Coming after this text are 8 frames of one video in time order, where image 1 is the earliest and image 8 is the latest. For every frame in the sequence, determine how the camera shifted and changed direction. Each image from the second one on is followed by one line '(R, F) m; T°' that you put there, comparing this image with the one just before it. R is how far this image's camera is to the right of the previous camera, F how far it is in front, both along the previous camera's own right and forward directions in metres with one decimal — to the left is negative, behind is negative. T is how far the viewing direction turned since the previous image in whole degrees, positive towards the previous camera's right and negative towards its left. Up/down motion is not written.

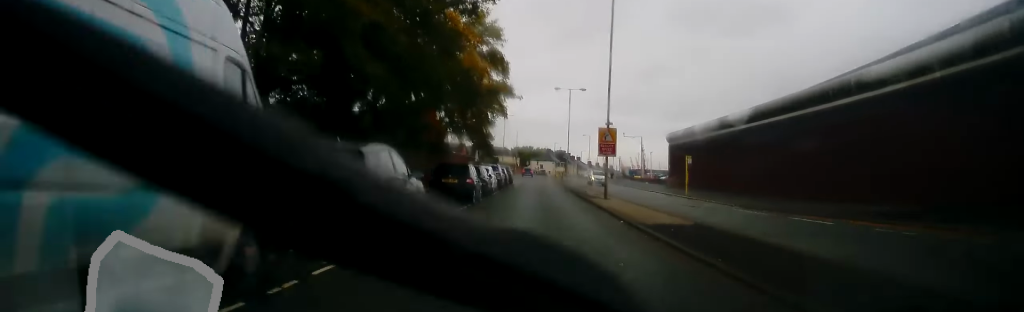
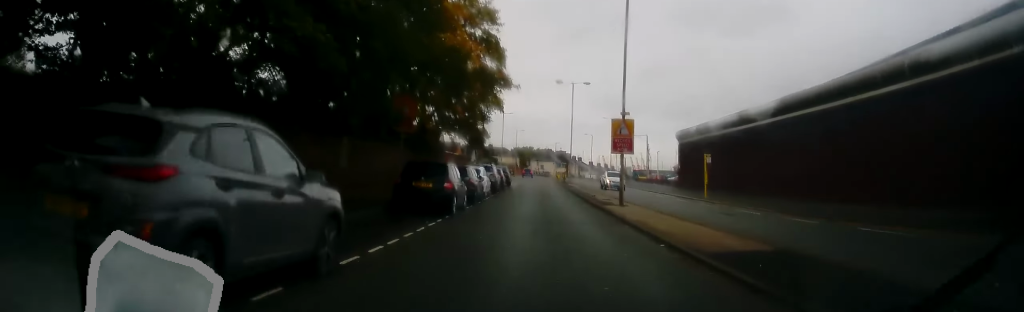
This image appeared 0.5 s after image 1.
(0.0, +5.1) m; 0°
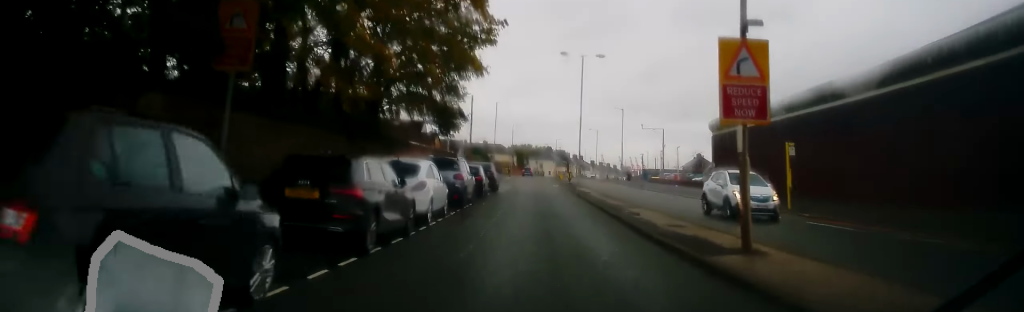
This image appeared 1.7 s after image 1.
(0.0, +13.8) m; -3°
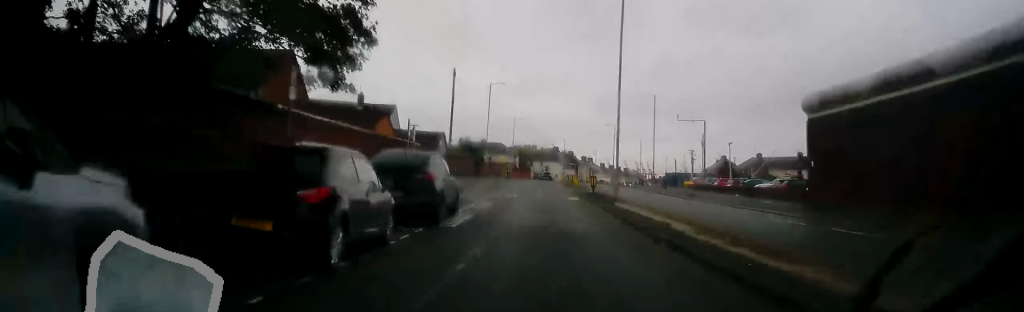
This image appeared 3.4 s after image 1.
(-0.2, +19.4) m; 0°
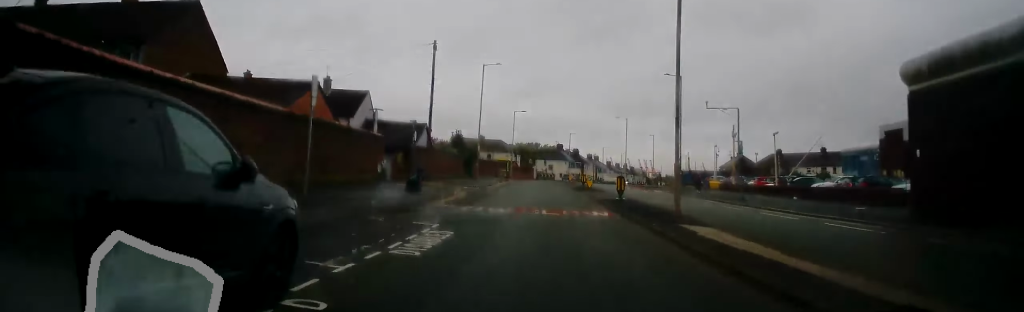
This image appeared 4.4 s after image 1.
(-0.1, +10.8) m; 0°
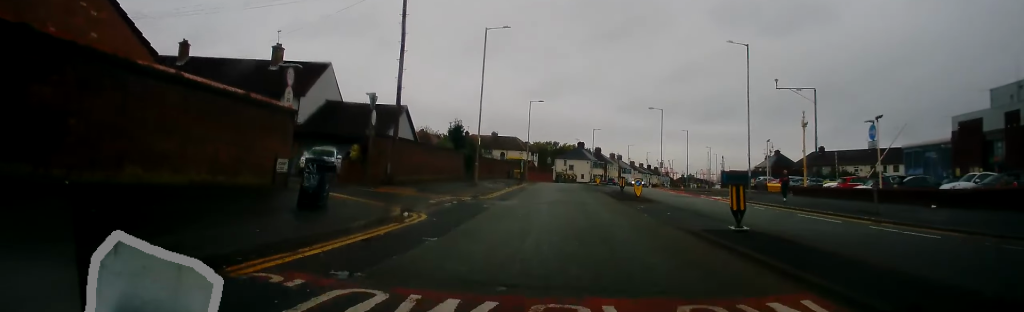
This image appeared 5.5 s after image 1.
(+0.2, +13.5) m; 0°
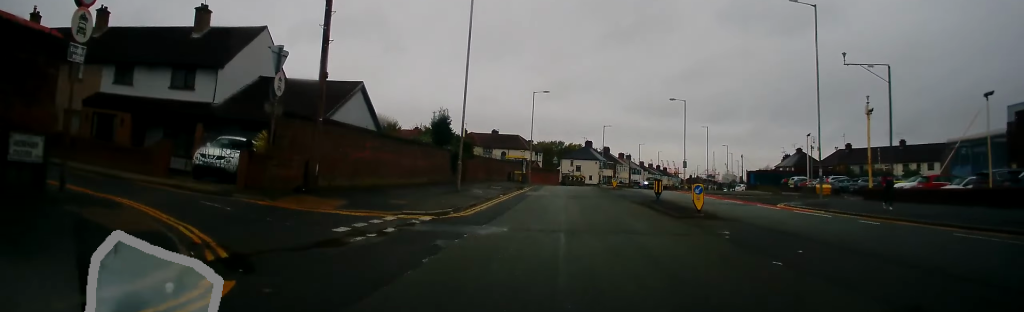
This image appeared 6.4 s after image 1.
(-0.2, +10.0) m; -2°
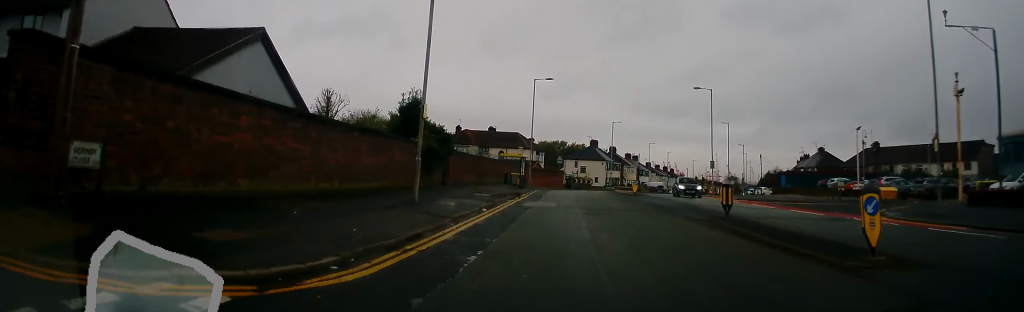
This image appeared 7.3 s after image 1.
(-0.2, +10.0) m; 0°
